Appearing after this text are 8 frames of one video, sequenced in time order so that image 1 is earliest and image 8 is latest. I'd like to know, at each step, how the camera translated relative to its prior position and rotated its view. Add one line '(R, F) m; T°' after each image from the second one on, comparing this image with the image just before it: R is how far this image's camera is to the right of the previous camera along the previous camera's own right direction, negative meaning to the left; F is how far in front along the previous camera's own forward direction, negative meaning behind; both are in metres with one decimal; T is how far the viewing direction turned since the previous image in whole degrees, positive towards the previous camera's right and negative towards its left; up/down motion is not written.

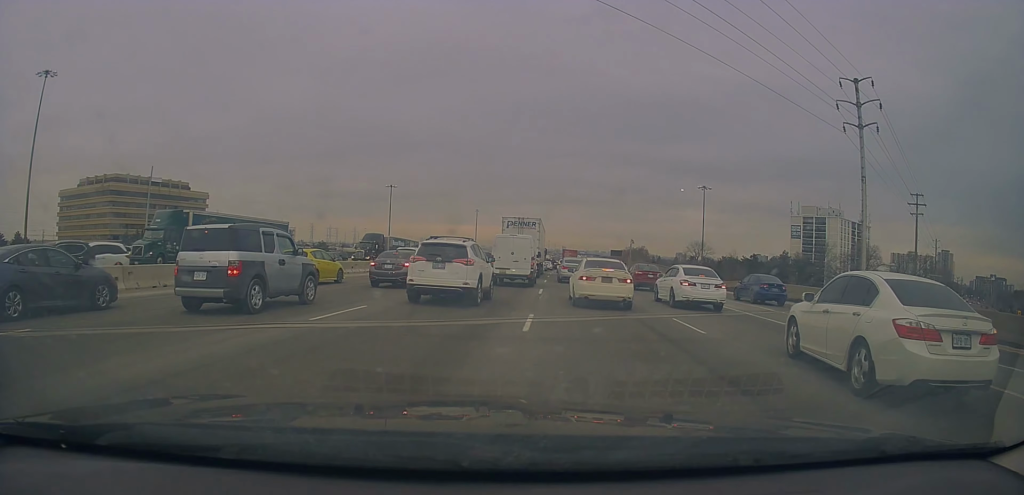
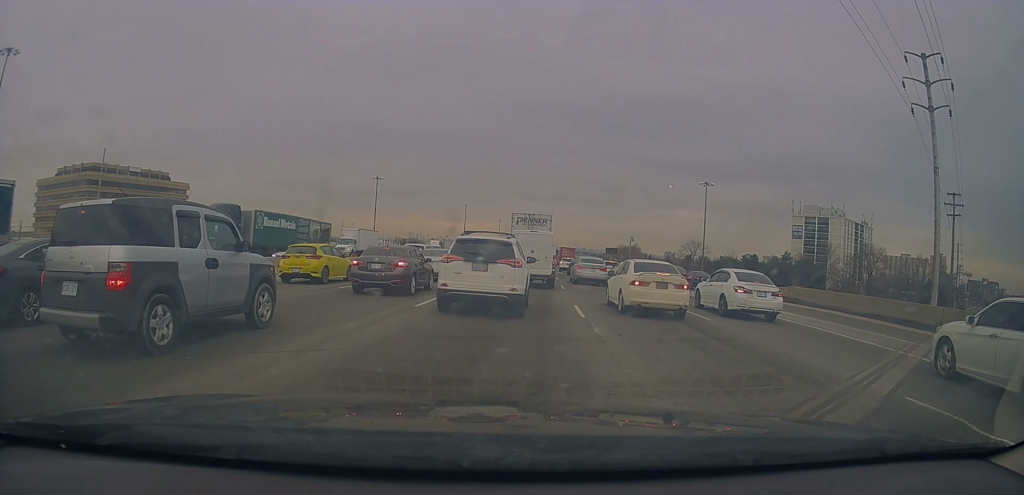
(-0.2, +8.7) m; -1°
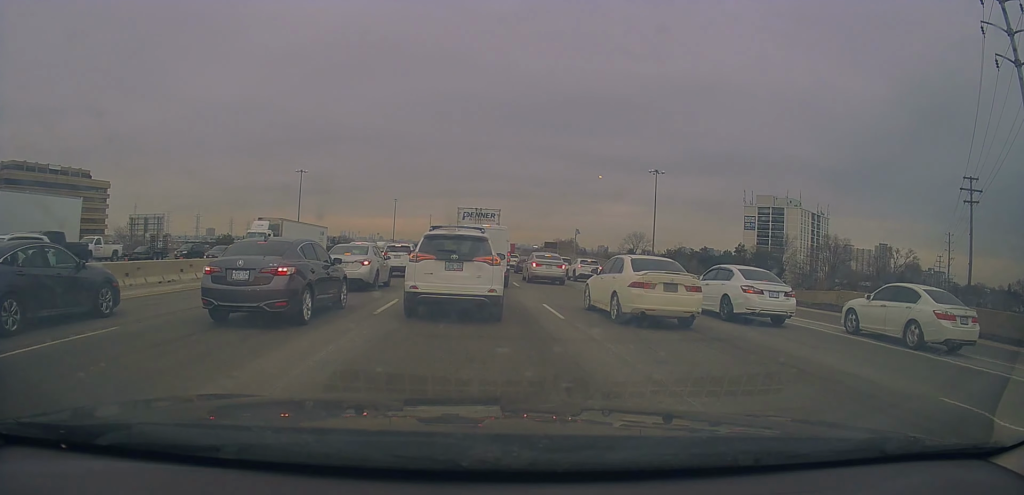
(+0.3, +13.6) m; +3°
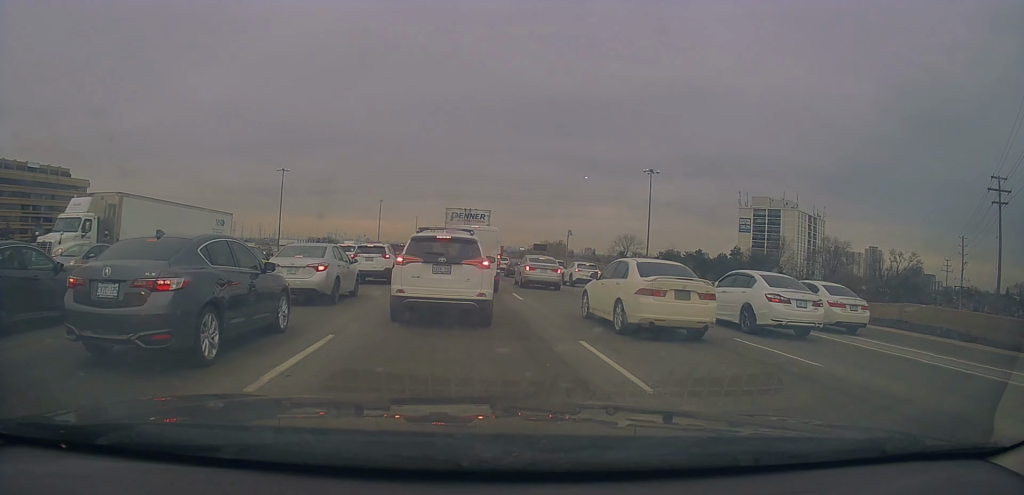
(+0.1, +5.6) m; +3°
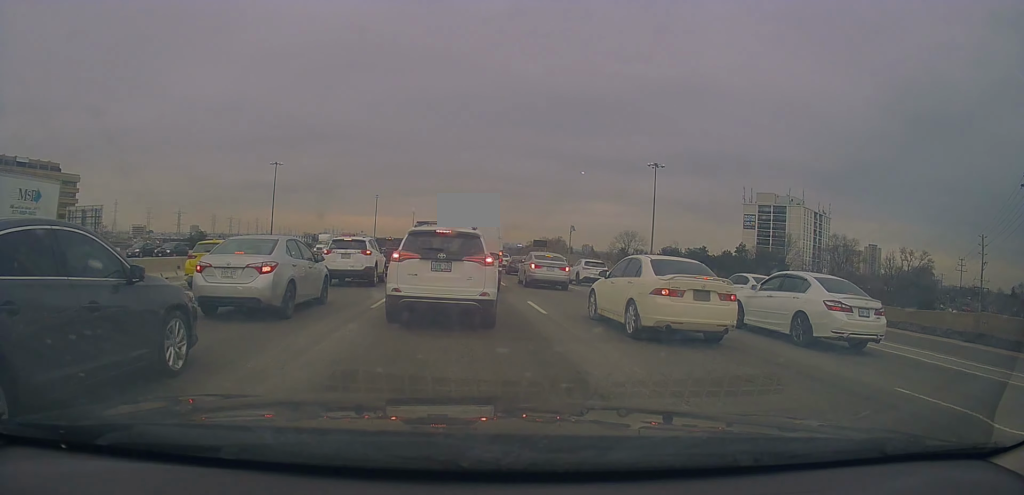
(+0.1, +5.0) m; +2°
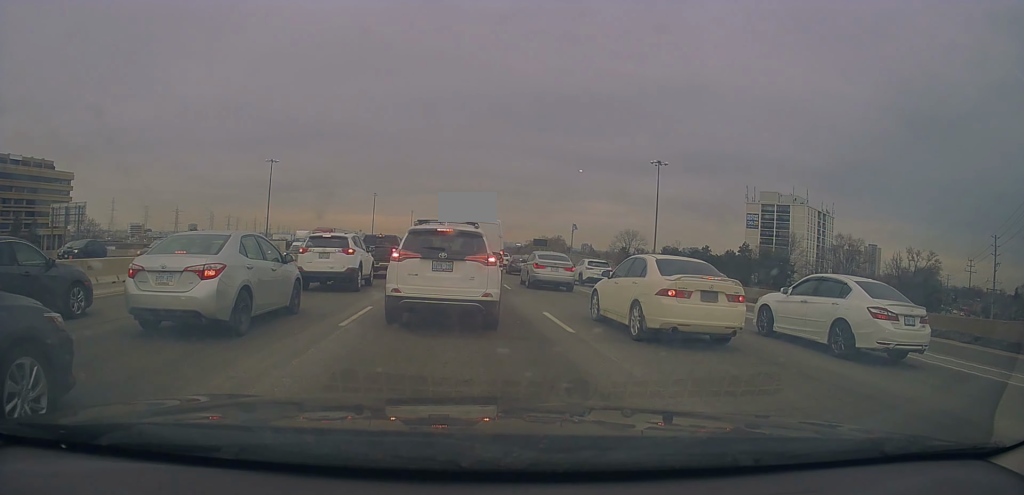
(0.0, +3.8) m; 0°
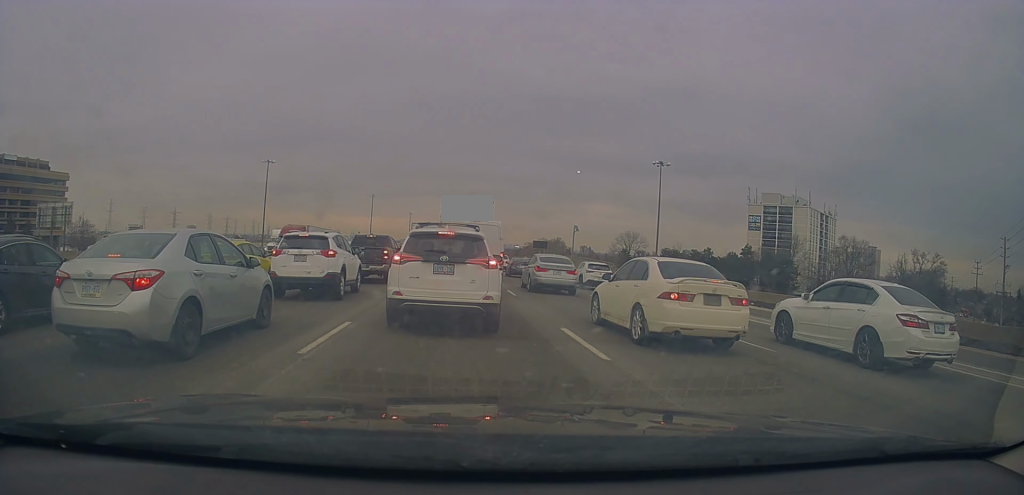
(0.0, +3.3) m; 0°
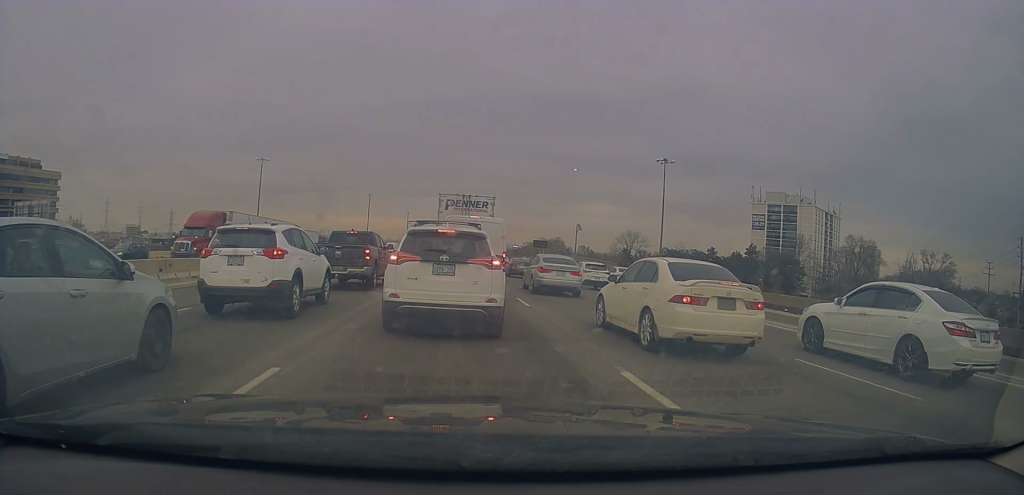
(0.0, +5.2) m; 0°
